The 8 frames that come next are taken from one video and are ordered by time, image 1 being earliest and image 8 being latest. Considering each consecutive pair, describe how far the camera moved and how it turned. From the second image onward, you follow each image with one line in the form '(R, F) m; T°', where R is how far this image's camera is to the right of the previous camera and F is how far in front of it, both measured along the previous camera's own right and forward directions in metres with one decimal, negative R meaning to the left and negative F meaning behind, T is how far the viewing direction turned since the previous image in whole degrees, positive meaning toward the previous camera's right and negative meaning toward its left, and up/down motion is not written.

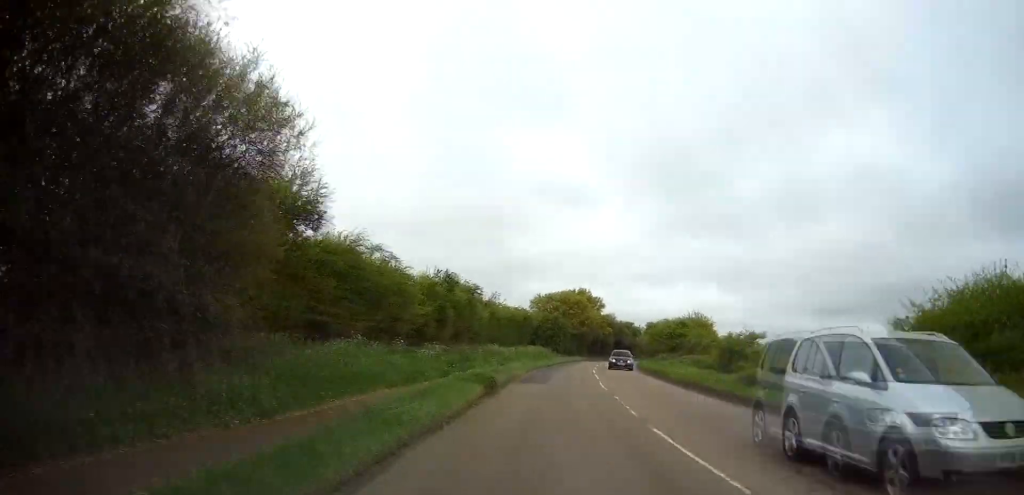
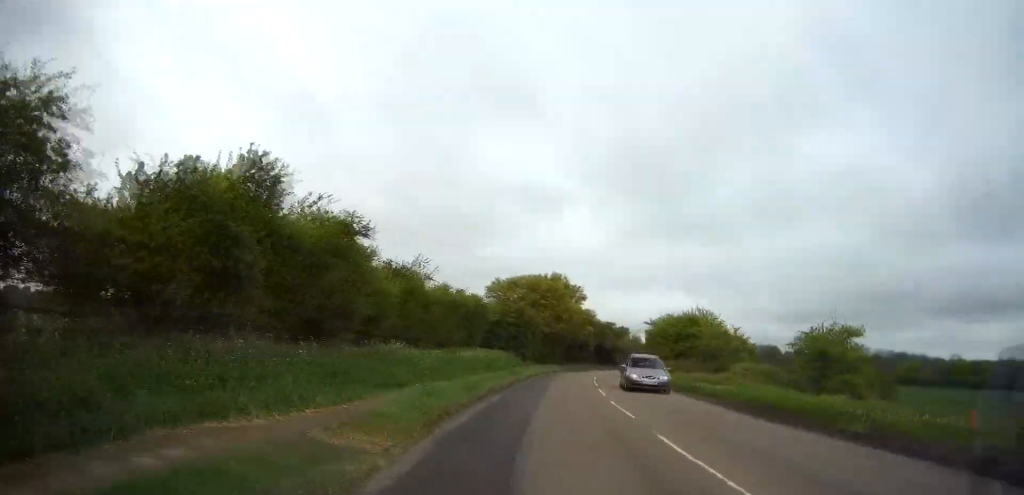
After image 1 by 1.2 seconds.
(+0.3, +24.6) m; +3°
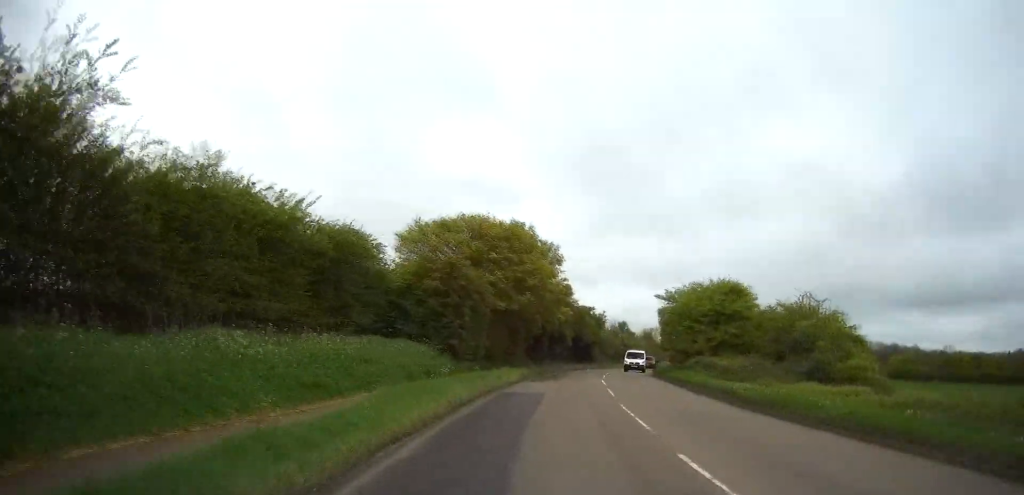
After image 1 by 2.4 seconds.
(+1.0, +26.7) m; +3°
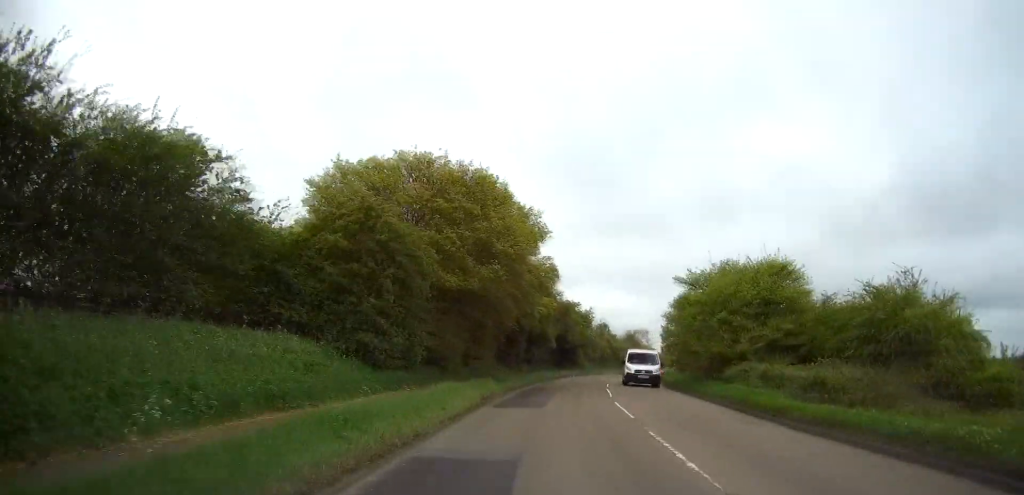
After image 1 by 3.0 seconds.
(0.0, +12.5) m; +2°
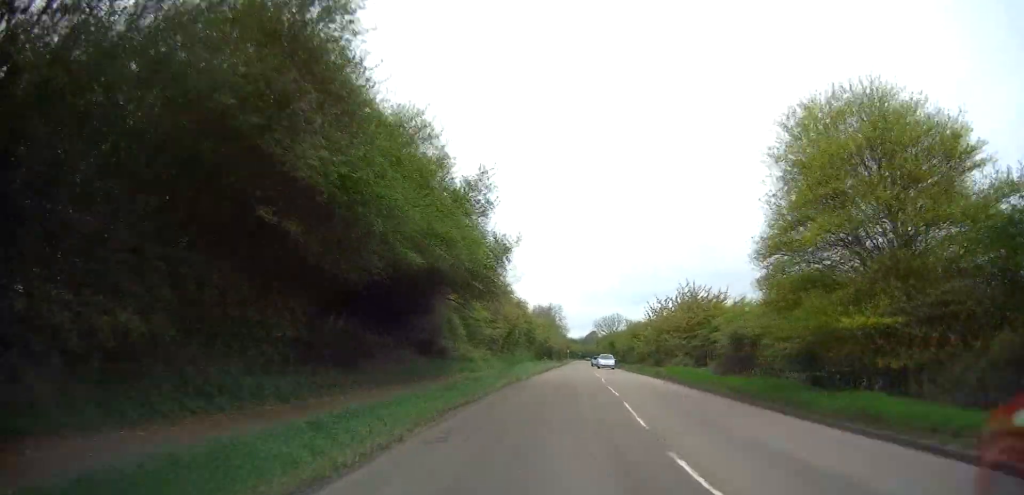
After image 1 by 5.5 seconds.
(+5.4, +52.0) m; +10°
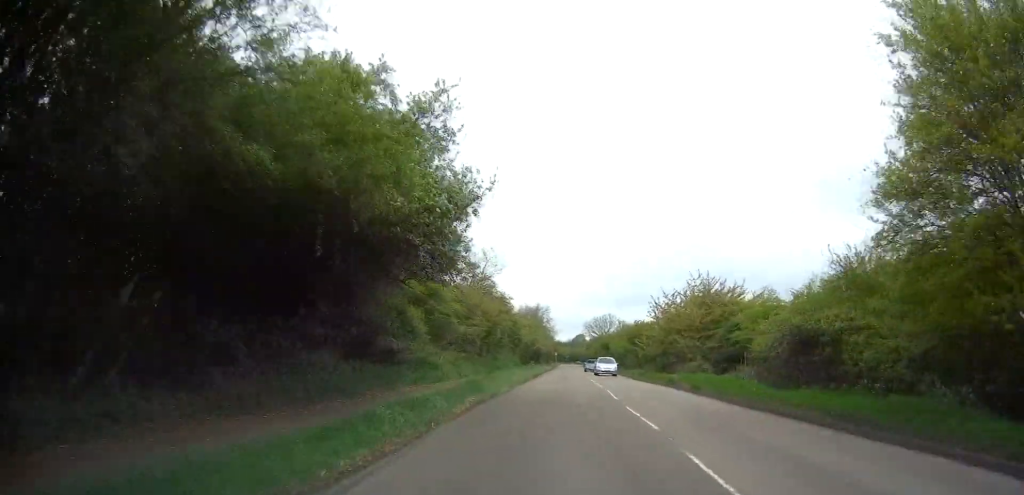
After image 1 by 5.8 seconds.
(0.0, +8.0) m; 0°
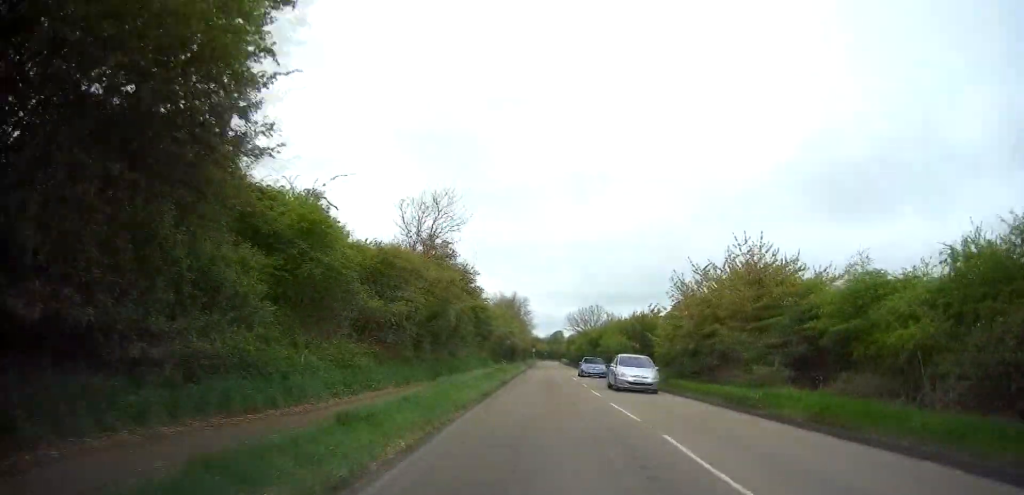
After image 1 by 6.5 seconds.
(0.0, +14.2) m; 0°
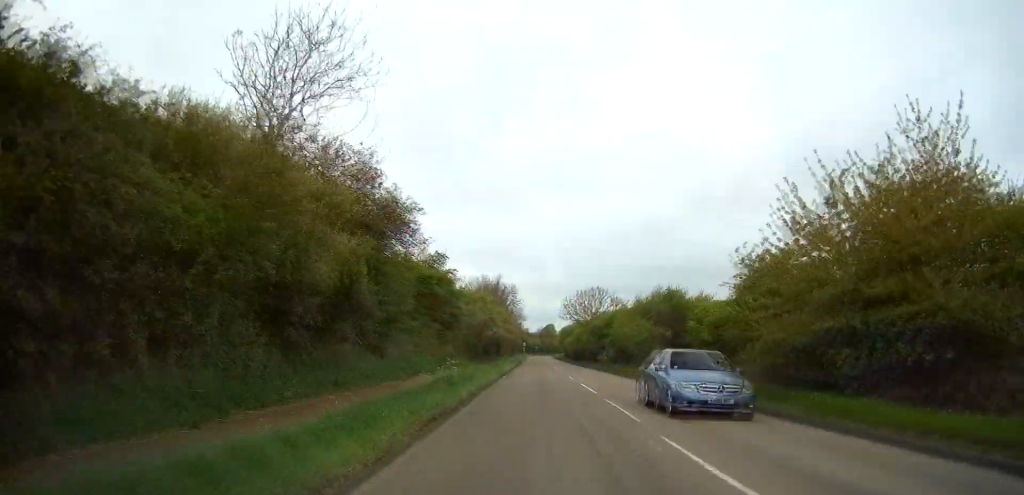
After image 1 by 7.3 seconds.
(0.0, +17.0) m; 0°
